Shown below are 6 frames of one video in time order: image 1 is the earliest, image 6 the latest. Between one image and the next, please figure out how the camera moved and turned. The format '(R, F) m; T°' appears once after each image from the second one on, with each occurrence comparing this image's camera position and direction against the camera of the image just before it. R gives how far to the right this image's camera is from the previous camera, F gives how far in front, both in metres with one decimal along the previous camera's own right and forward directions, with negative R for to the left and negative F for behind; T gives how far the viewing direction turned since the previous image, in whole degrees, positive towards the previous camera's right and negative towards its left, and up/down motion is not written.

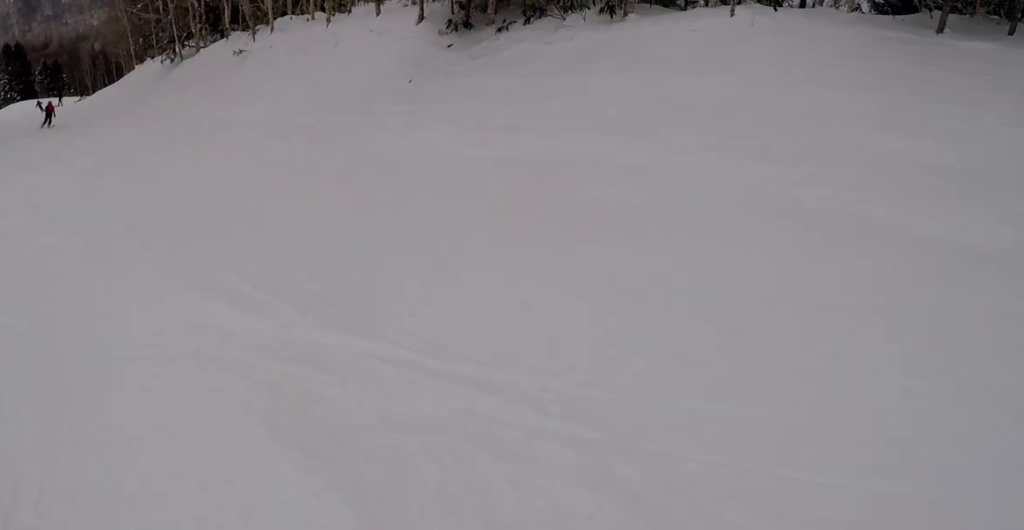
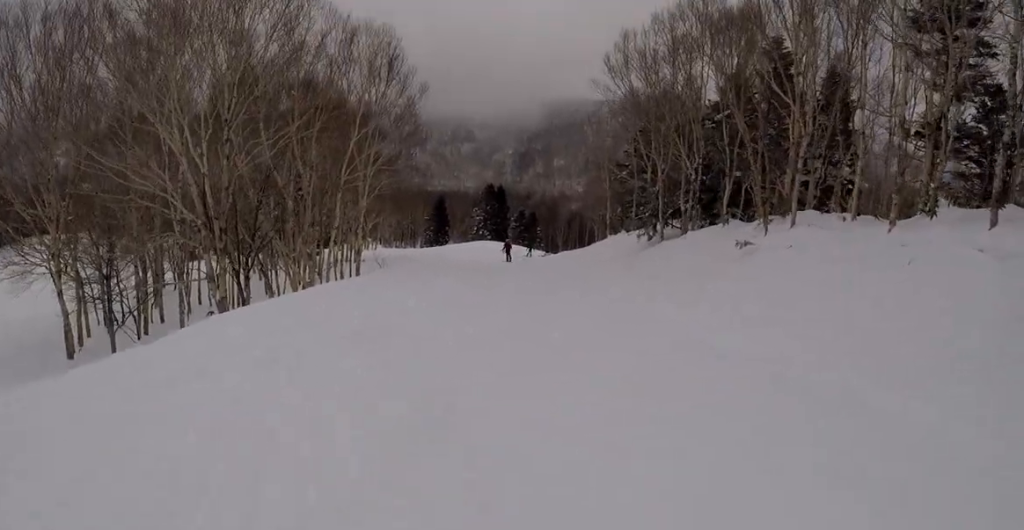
(-0.9, +8.3) m; -10°
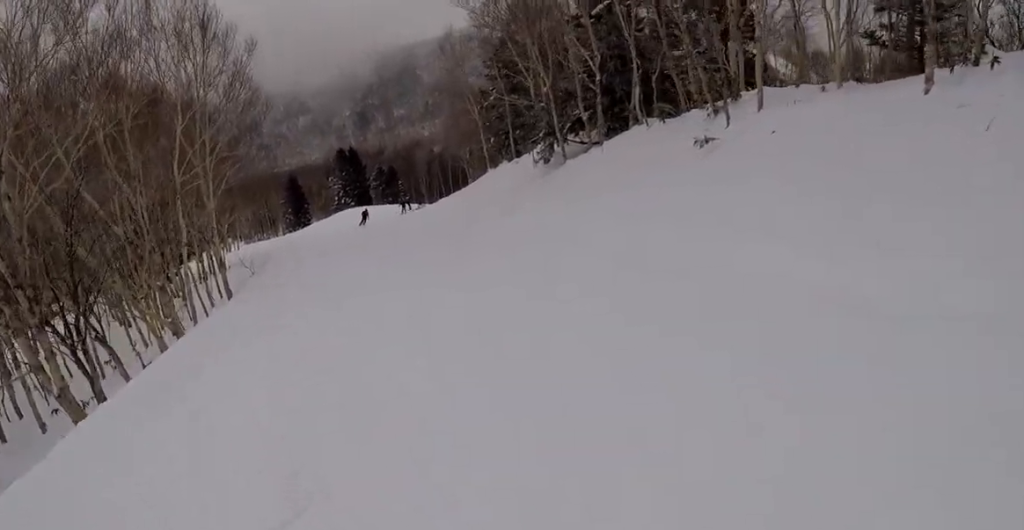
(+0.3, +4.9) m; +4°
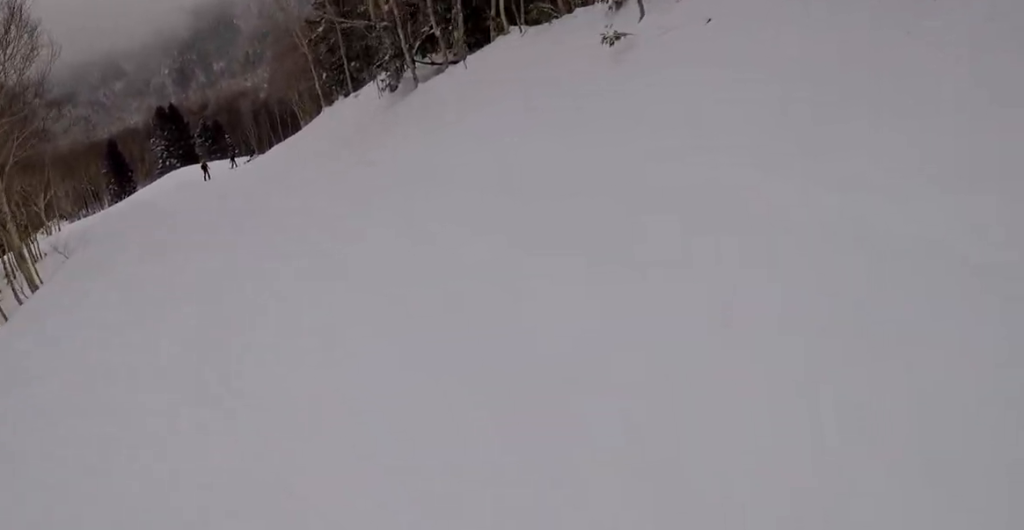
(-0.6, +3.8) m; +7°
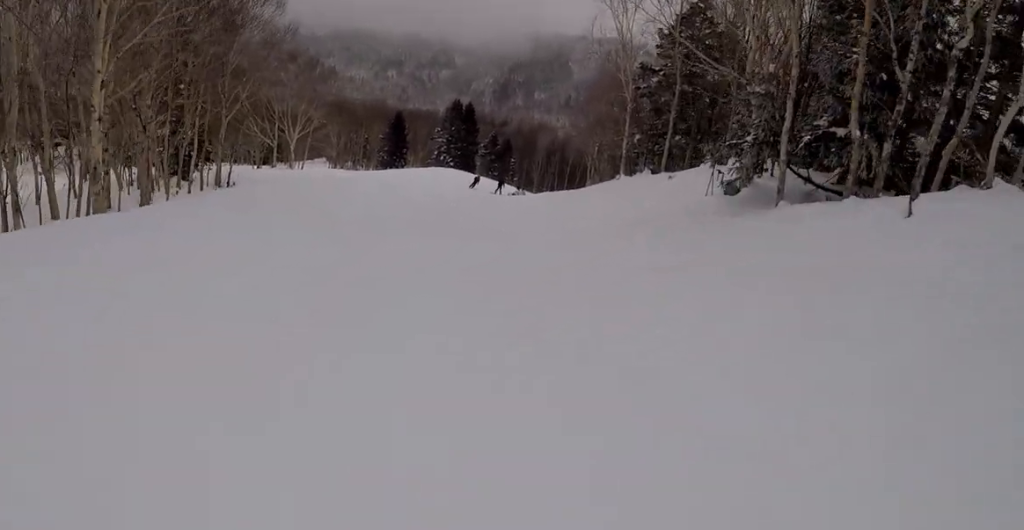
(-0.4, +10.2) m; -12°
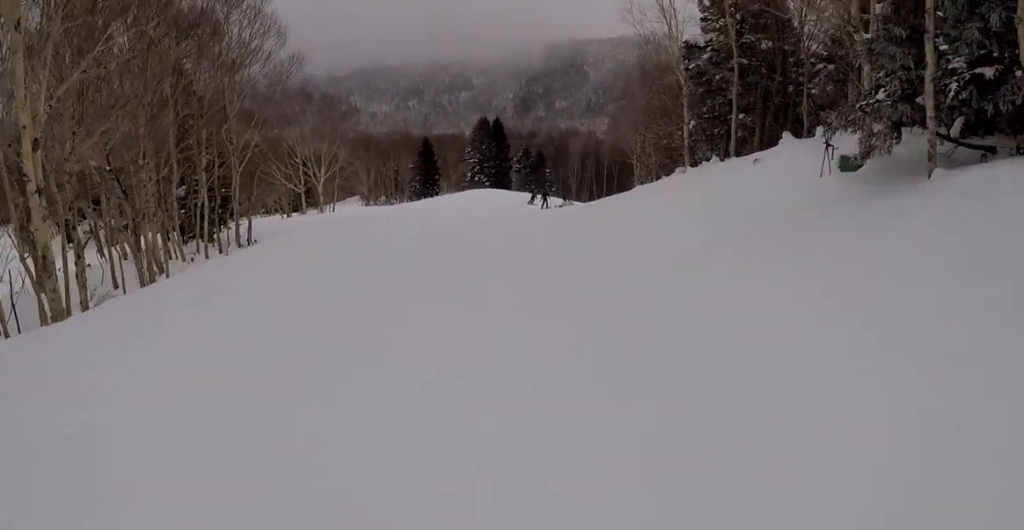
(-0.6, +4.0) m; -2°
